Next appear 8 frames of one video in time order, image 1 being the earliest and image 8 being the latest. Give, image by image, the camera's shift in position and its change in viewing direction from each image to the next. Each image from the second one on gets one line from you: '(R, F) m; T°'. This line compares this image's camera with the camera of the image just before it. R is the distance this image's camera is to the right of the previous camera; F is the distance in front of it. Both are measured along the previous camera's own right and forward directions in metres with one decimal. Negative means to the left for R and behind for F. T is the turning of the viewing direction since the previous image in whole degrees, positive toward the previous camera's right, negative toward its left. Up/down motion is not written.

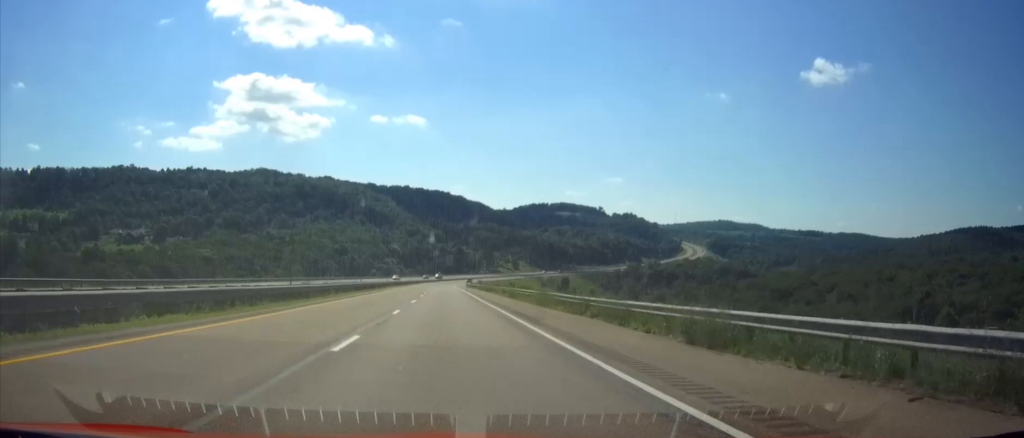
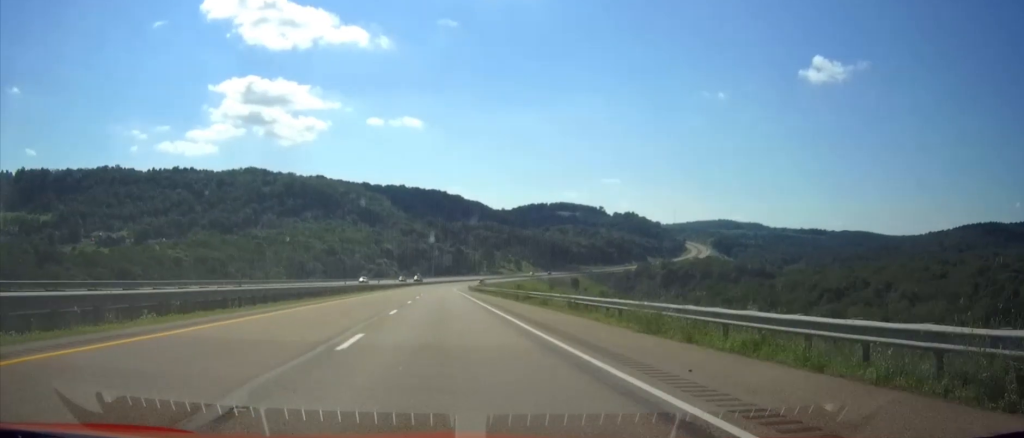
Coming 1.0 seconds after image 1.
(0.0, +36.6) m; 0°
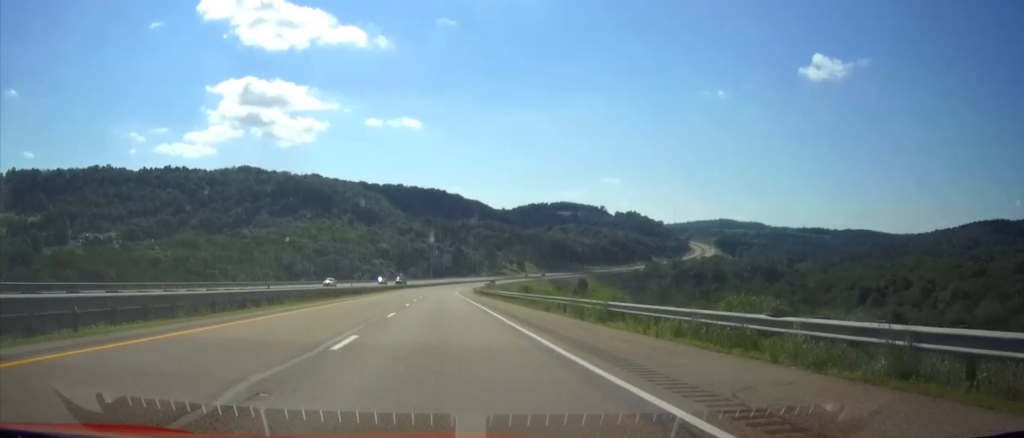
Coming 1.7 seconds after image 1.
(+0.1, +23.6) m; 0°
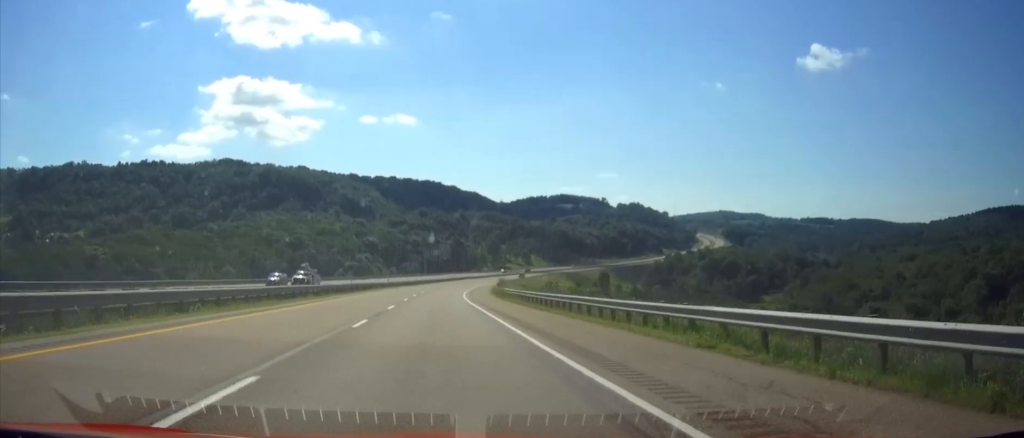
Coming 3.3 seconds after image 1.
(0.0, +55.3) m; 0°
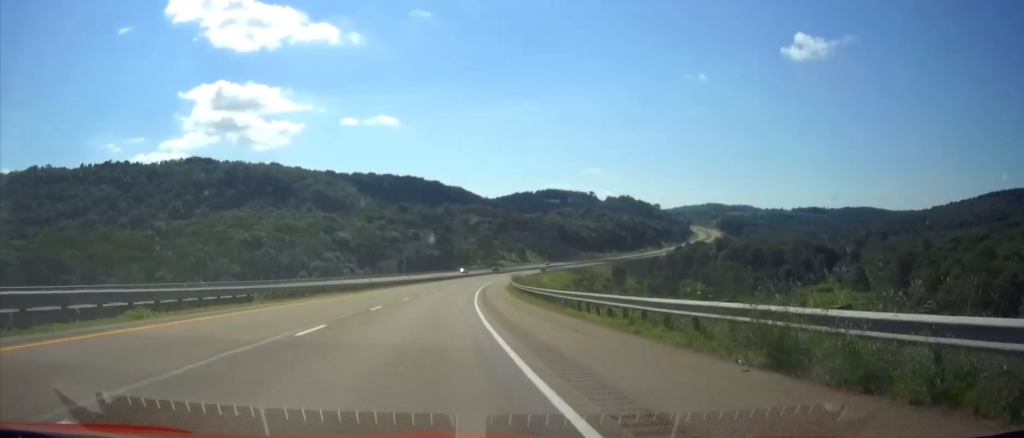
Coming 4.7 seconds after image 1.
(+0.6, +51.5) m; +2°
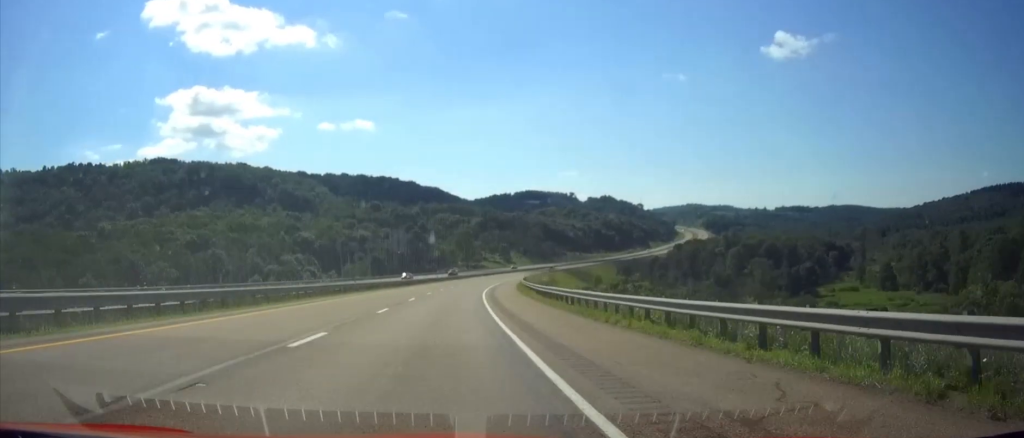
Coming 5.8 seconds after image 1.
(+0.5, +38.5) m; +2°
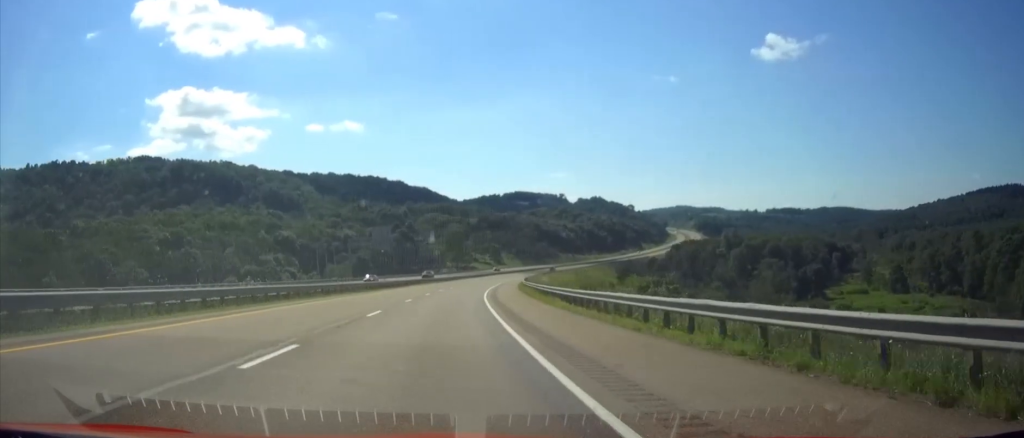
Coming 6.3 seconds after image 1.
(0.0, +15.2) m; +1°
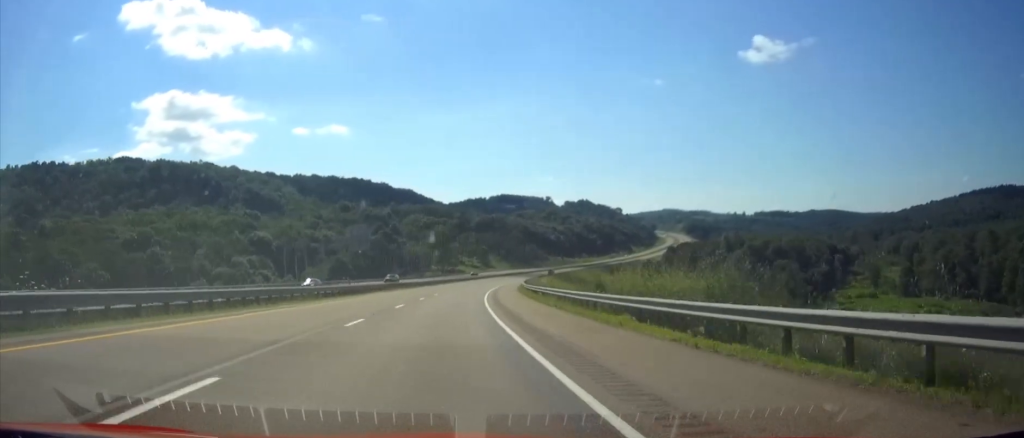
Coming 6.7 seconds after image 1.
(+0.2, +16.2) m; +1°
